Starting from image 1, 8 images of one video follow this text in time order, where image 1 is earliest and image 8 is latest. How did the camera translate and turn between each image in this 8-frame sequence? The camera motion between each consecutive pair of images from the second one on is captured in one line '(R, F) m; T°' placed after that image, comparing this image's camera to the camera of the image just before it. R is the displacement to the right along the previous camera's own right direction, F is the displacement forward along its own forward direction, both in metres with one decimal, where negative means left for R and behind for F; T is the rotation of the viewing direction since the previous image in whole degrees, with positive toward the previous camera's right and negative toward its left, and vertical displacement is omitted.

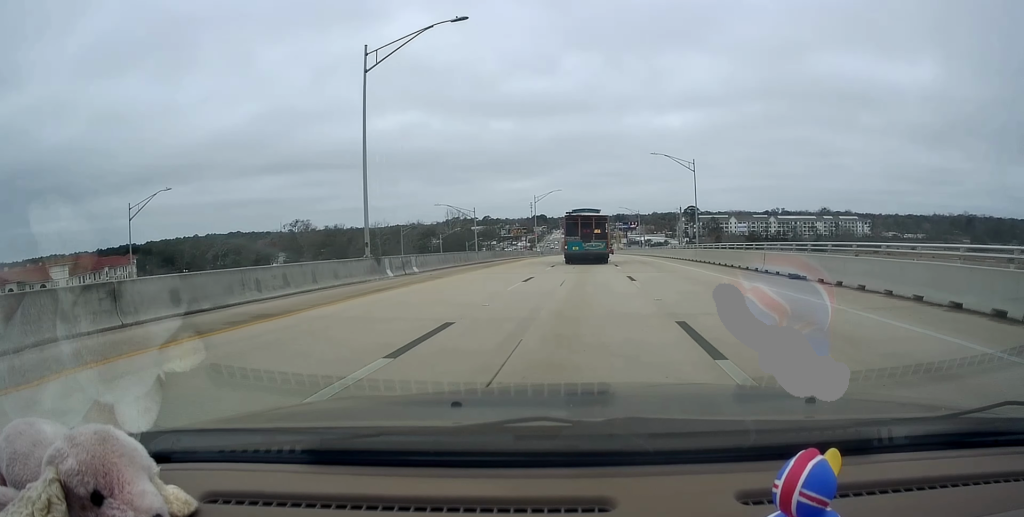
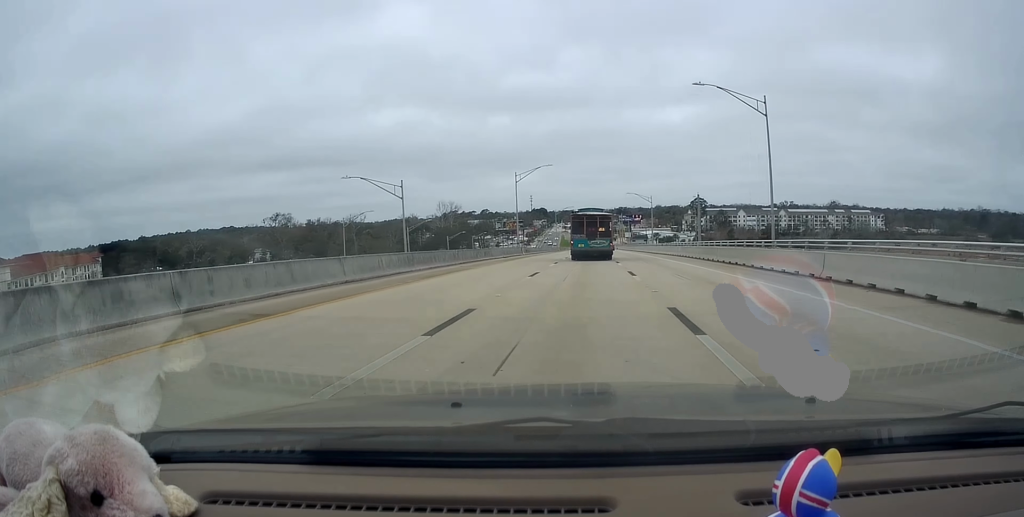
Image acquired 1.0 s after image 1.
(+0.1, +23.4) m; 0°
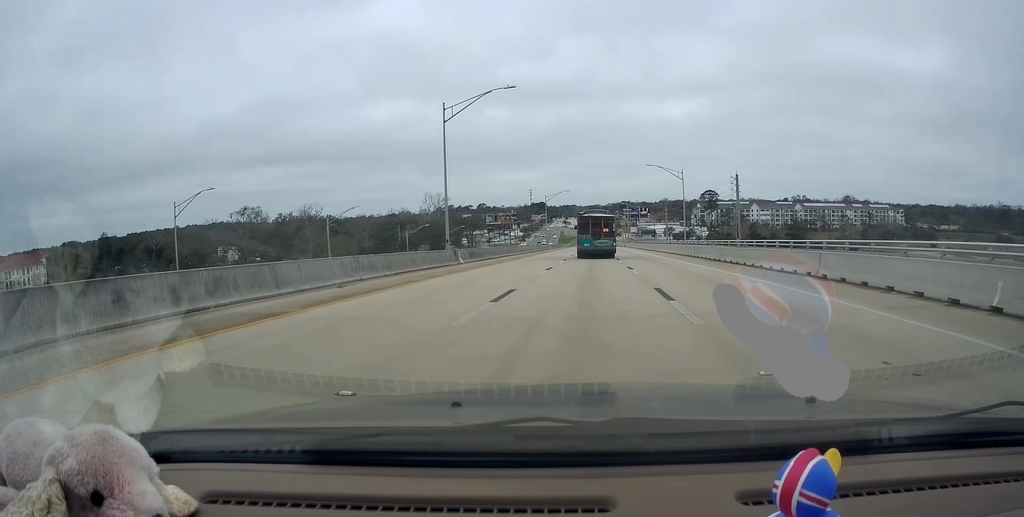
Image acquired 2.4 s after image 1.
(-0.4, +32.5) m; -1°
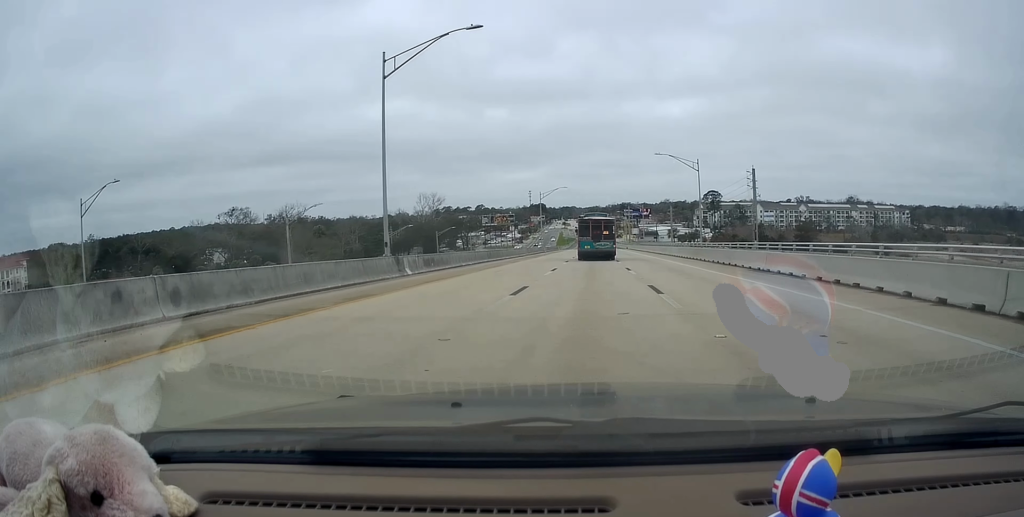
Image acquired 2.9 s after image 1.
(0.0, +10.0) m; 0°
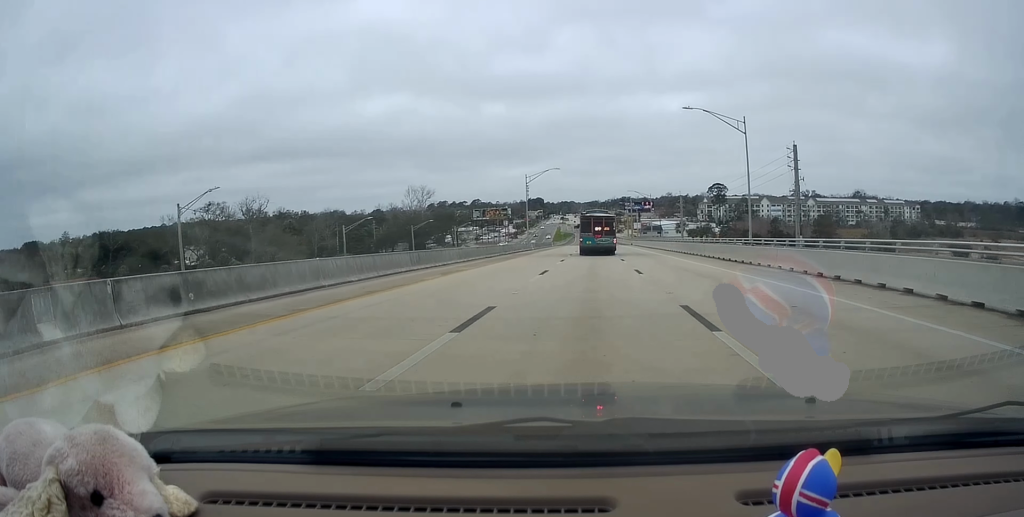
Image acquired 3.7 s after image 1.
(+0.1, +18.2) m; +1°
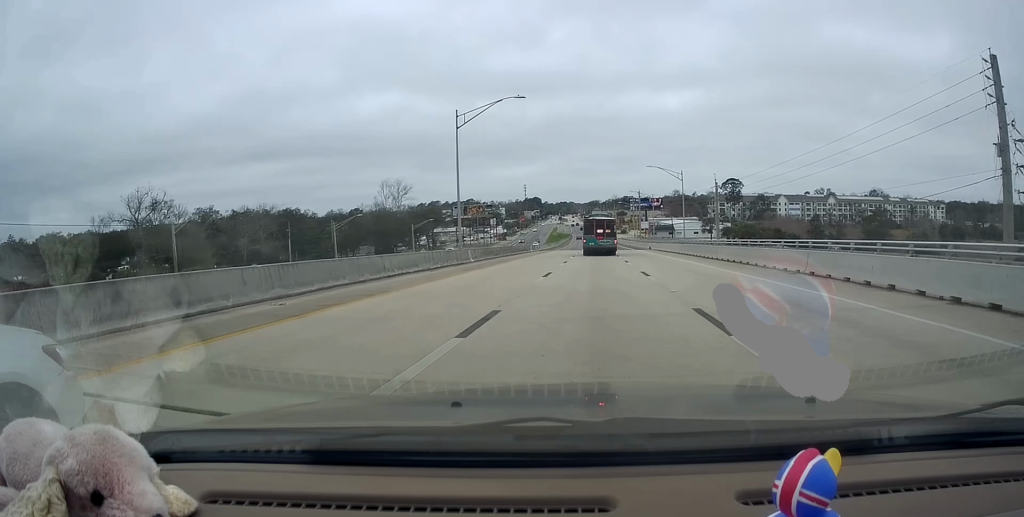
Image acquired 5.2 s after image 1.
(0.0, +36.7) m; -1°
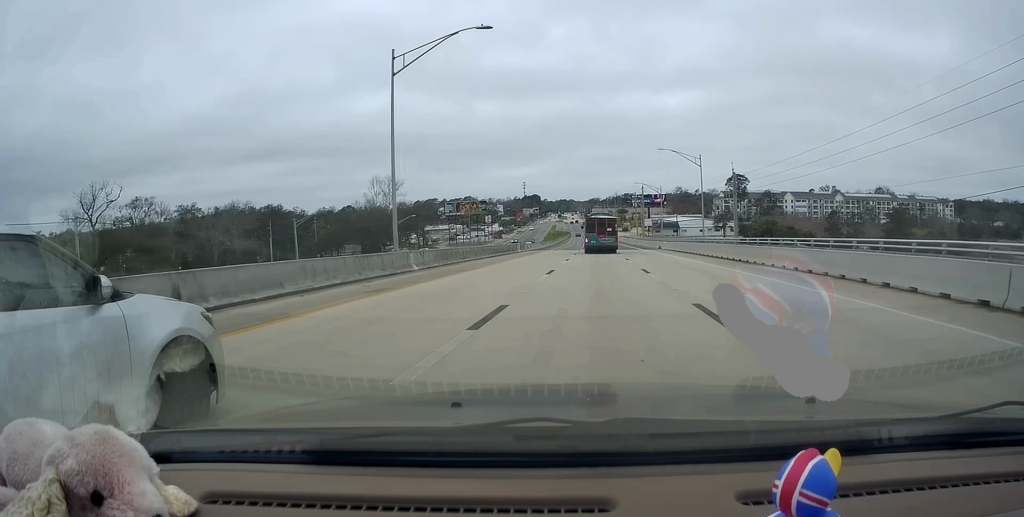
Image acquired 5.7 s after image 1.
(-0.1, +11.7) m; 0°
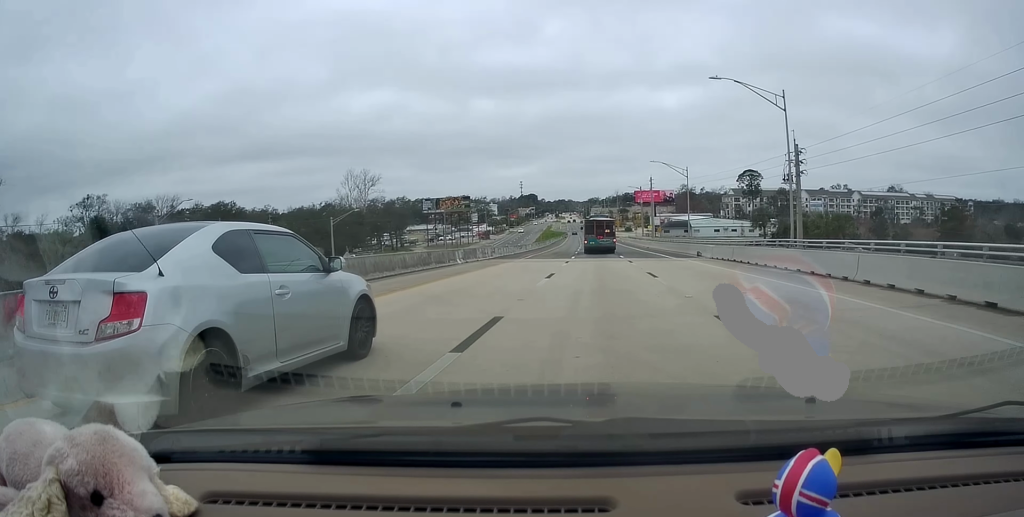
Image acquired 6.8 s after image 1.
(+0.1, +26.0) m; 0°
